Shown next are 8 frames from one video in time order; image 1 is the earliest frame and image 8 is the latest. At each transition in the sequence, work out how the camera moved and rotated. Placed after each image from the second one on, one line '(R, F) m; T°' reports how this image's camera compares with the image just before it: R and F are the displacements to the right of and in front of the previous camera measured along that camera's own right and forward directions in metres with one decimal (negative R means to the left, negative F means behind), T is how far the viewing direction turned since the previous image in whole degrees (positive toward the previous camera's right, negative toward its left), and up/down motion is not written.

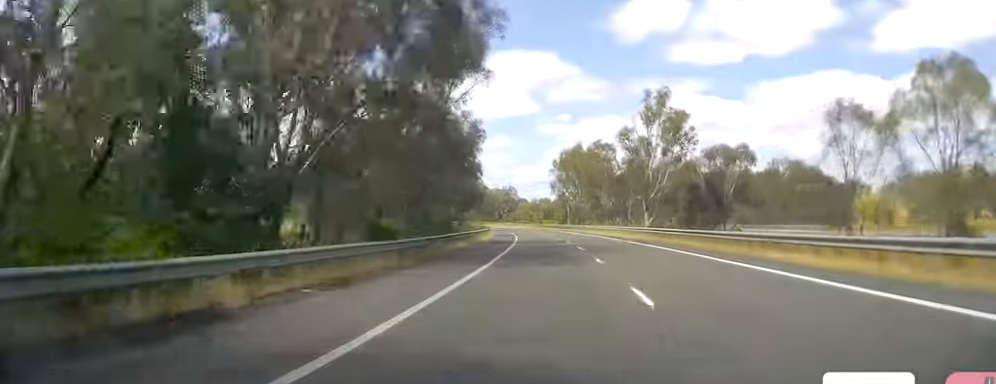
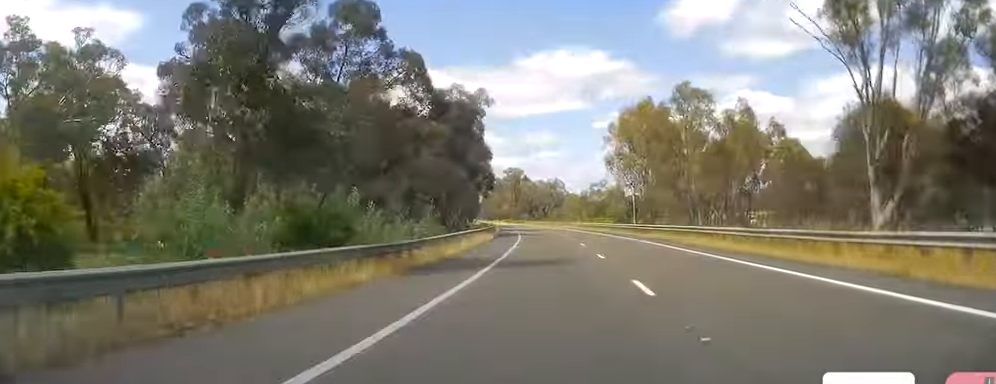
(-2.1, +58.4) m; -4°
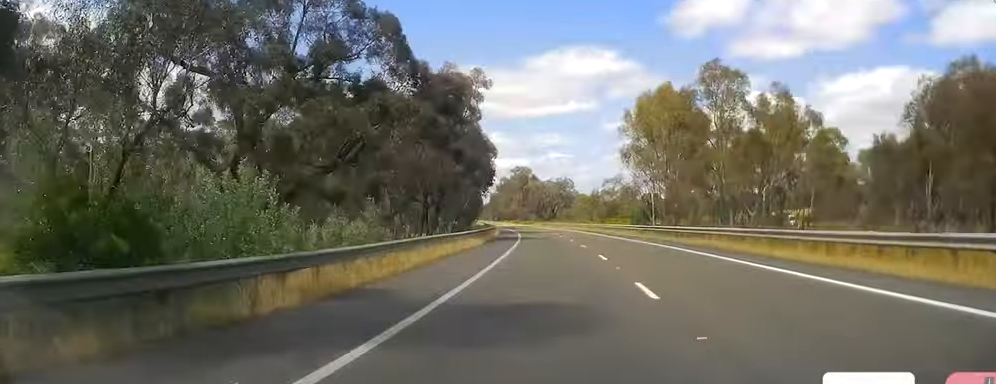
(-0.2, +12.8) m; -1°
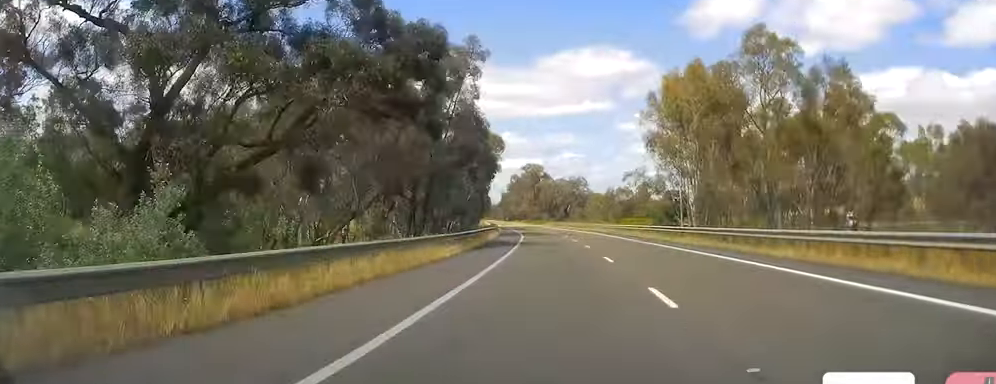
(0.0, +13.8) m; -1°
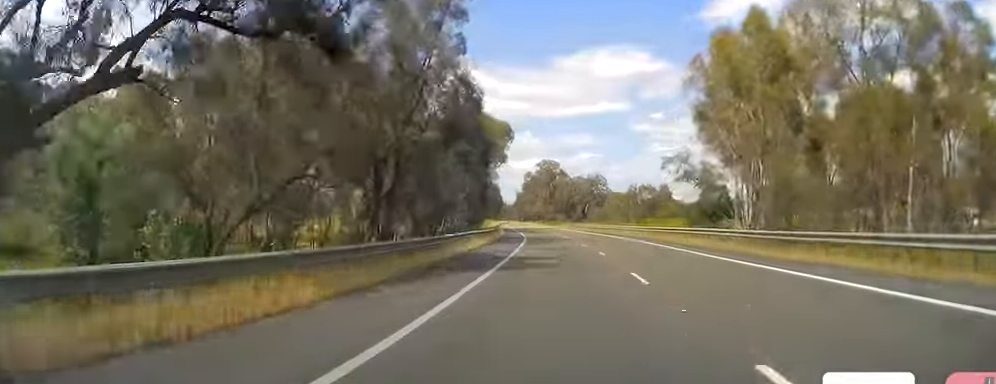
(-0.4, +19.6) m; -2°
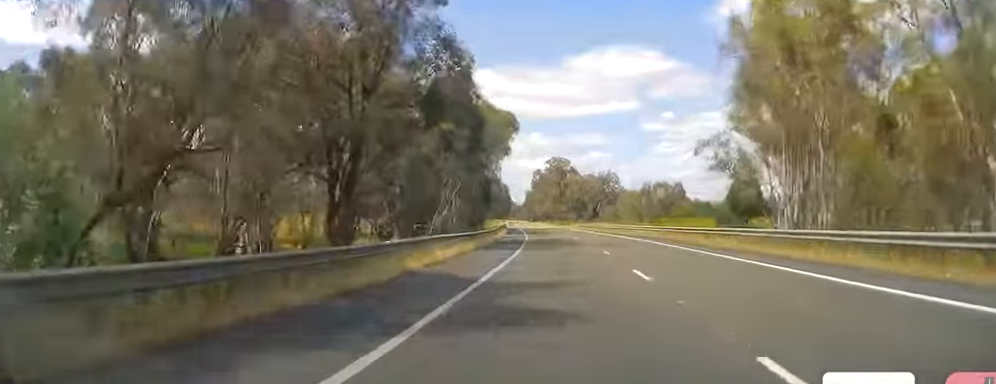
(0.0, +11.7) m; -1°
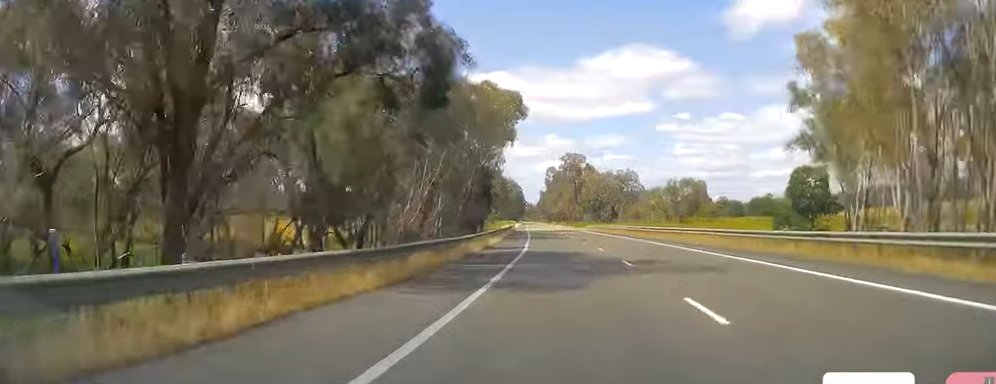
(-0.4, +18.5) m; 0°
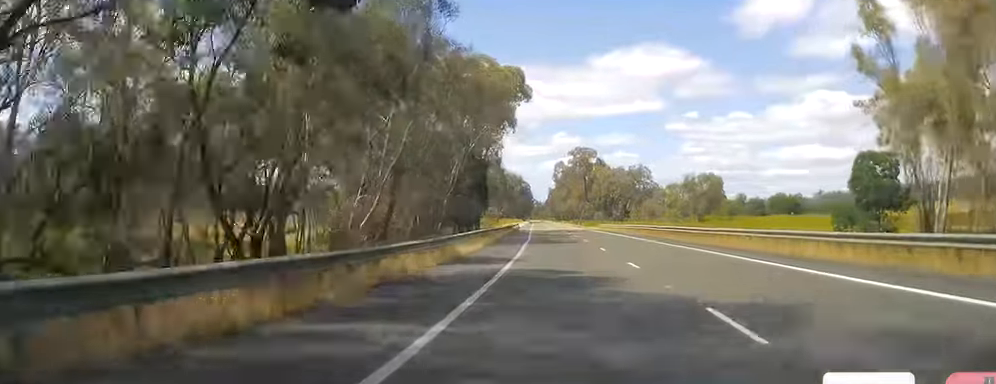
(0.0, +13.6) m; 0°
